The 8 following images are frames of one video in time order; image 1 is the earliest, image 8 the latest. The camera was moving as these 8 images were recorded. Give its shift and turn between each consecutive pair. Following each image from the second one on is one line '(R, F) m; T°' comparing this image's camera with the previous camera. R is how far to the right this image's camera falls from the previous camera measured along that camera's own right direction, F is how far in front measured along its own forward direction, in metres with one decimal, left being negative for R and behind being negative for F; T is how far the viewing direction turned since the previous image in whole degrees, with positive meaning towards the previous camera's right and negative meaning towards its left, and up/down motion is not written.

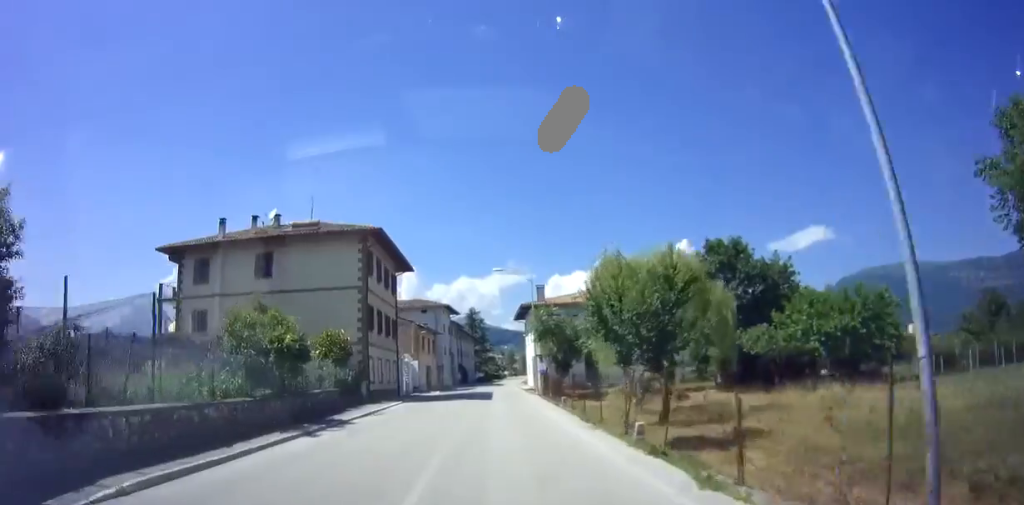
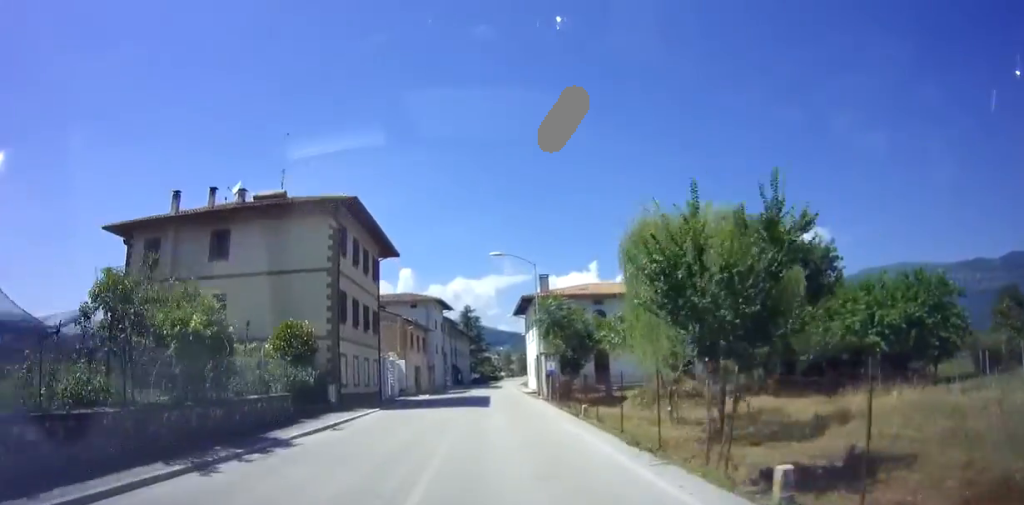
(+0.1, +5.4) m; 0°
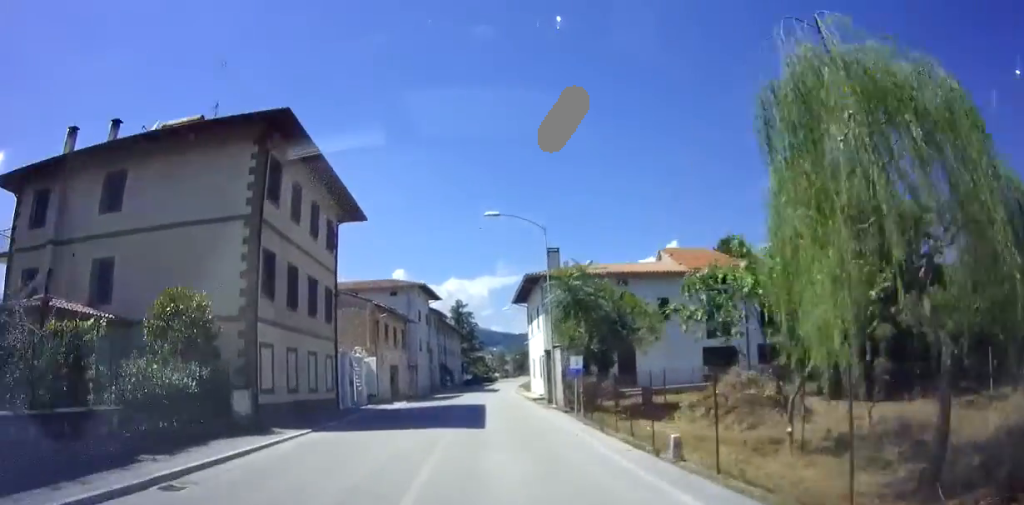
(+0.1, +9.2) m; -1°
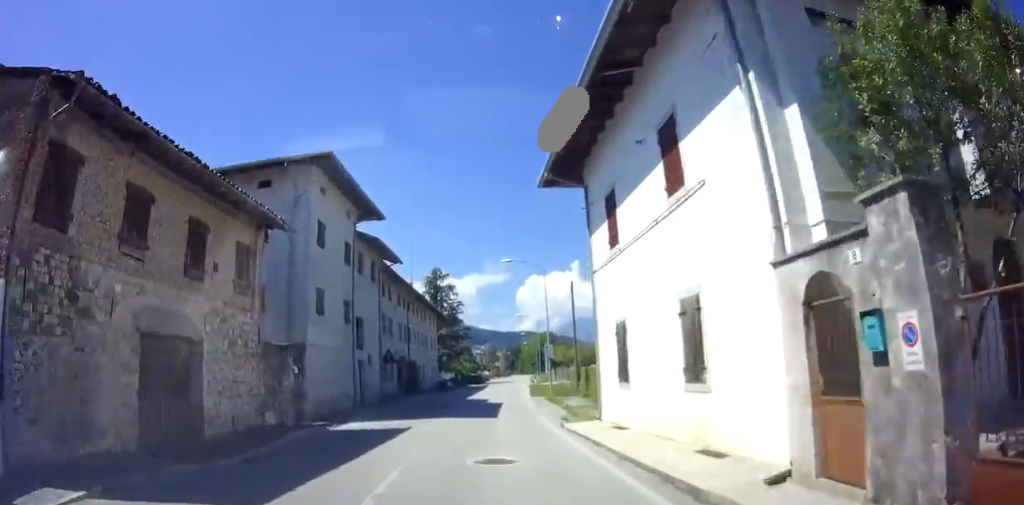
(+0.2, +25.6) m; +2°
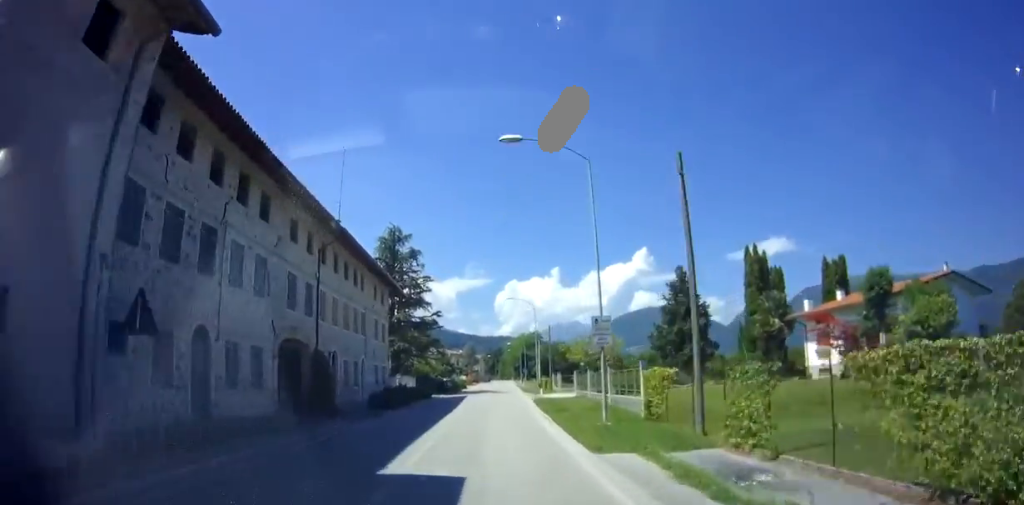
(+0.4, +20.5) m; +3°
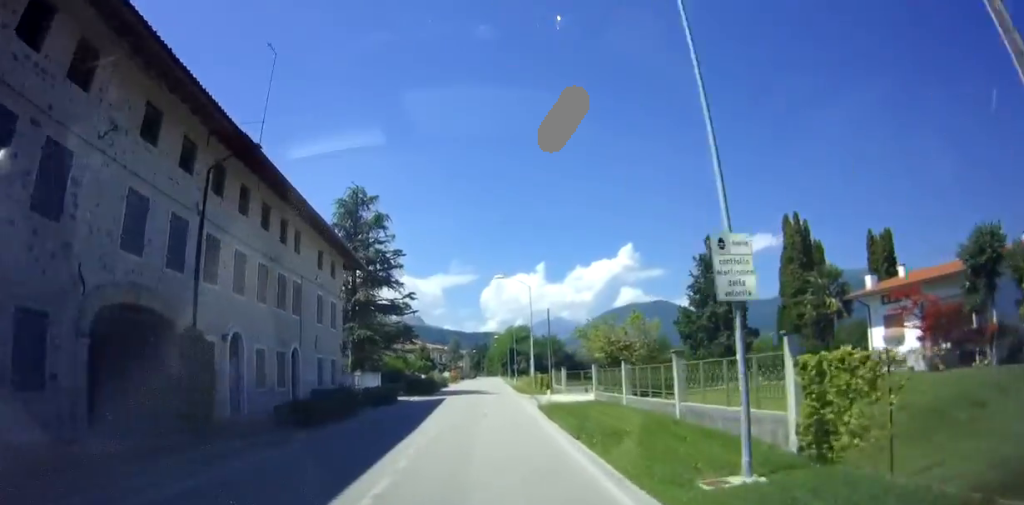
(+0.1, +9.5) m; +1°
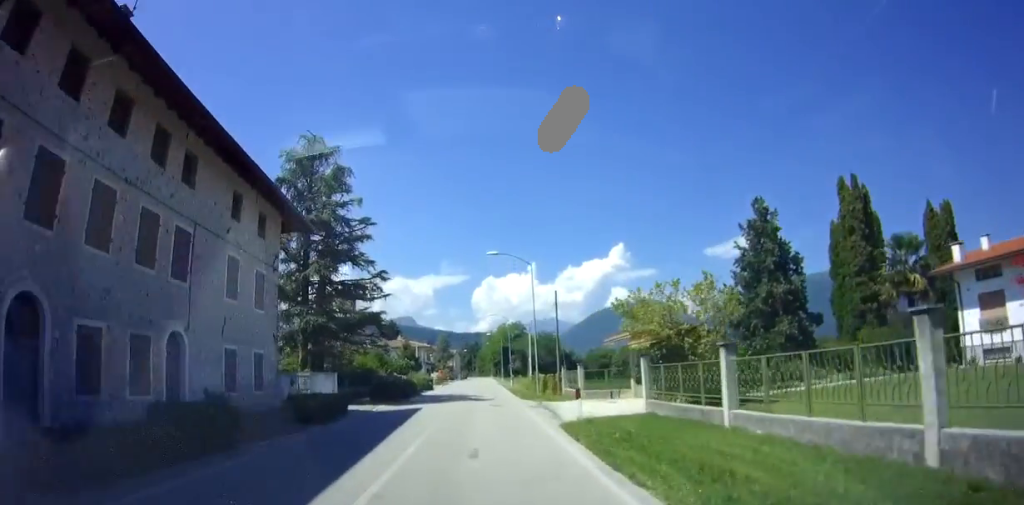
(+0.1, +8.7) m; +1°
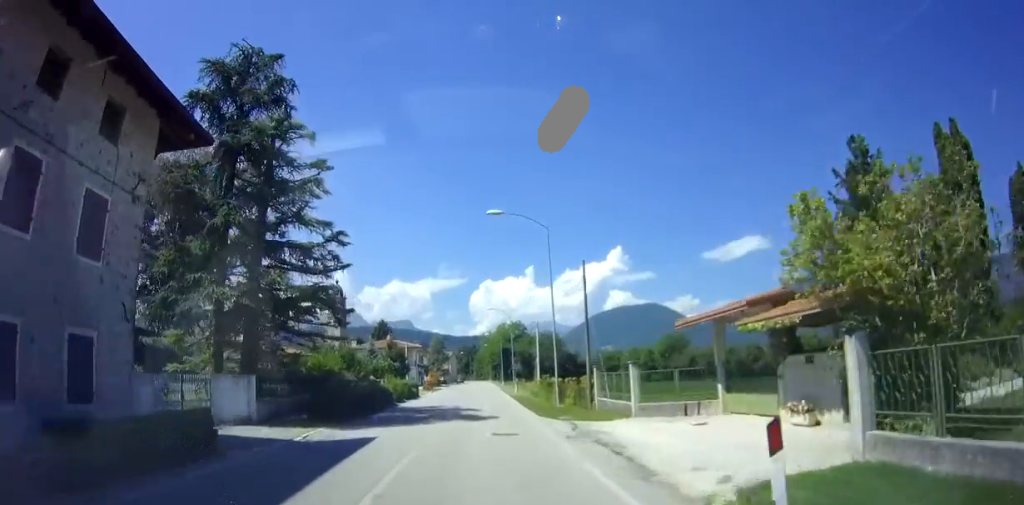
(+0.1, +9.5) m; 0°
